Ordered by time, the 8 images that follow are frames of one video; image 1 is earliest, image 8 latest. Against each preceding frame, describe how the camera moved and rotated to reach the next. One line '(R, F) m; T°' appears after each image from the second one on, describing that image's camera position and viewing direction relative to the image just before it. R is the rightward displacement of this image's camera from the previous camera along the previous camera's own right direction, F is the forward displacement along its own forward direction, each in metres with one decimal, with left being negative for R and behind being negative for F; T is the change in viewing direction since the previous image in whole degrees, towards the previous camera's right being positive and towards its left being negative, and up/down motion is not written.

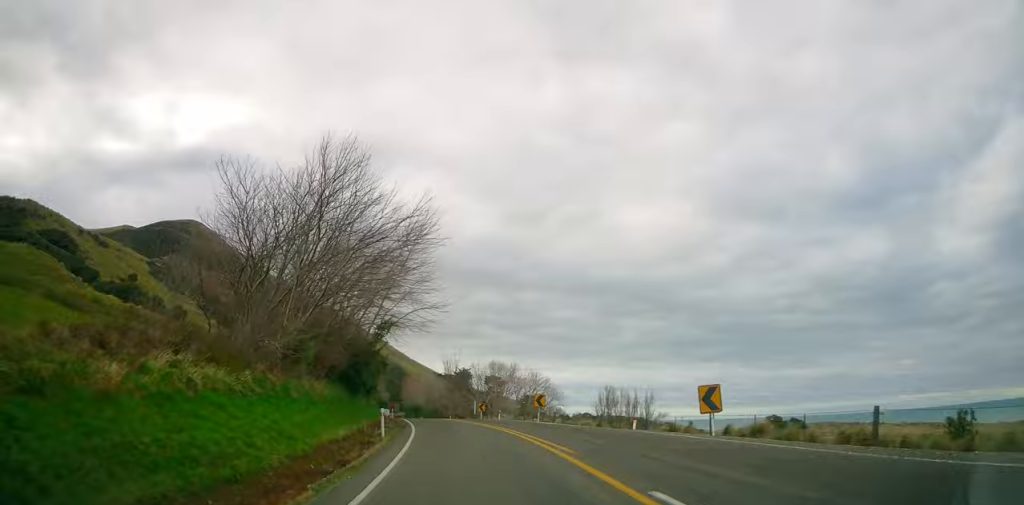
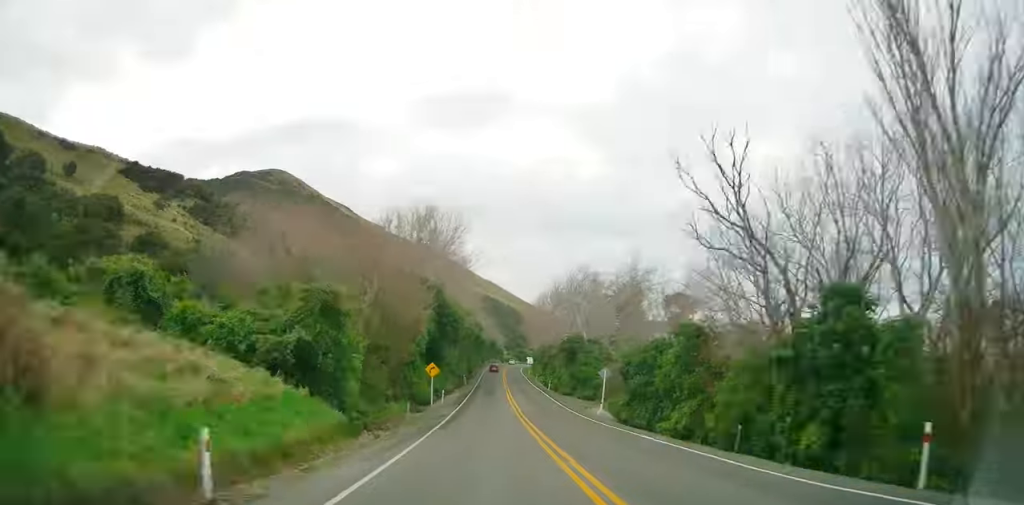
(-13.8, +108.9) m; -8°
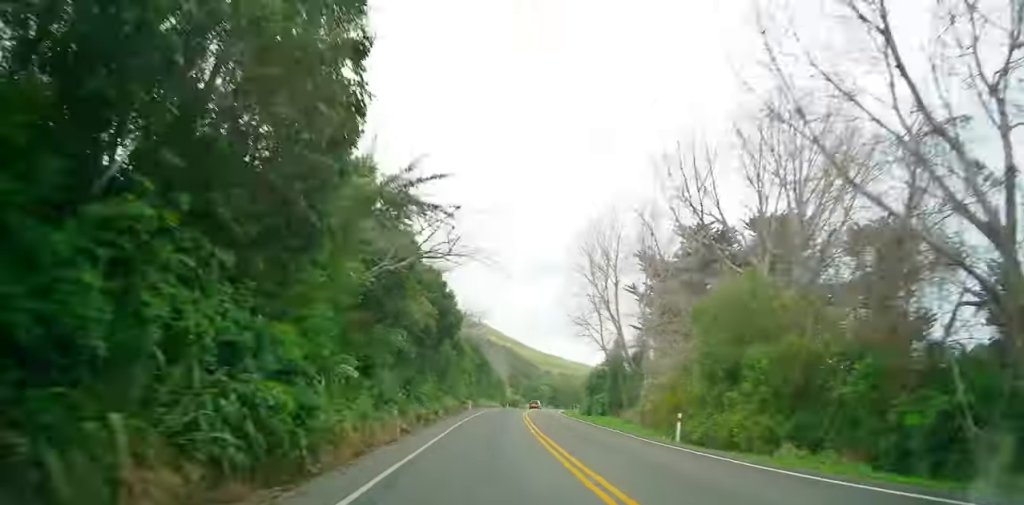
(-0.6, +85.2) m; +4°
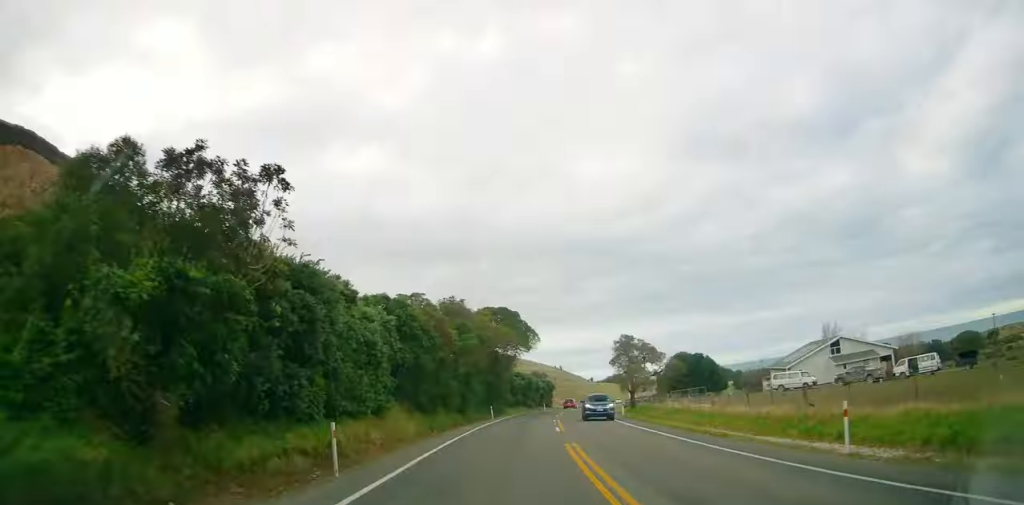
(+11.1, +113.7) m; +16°
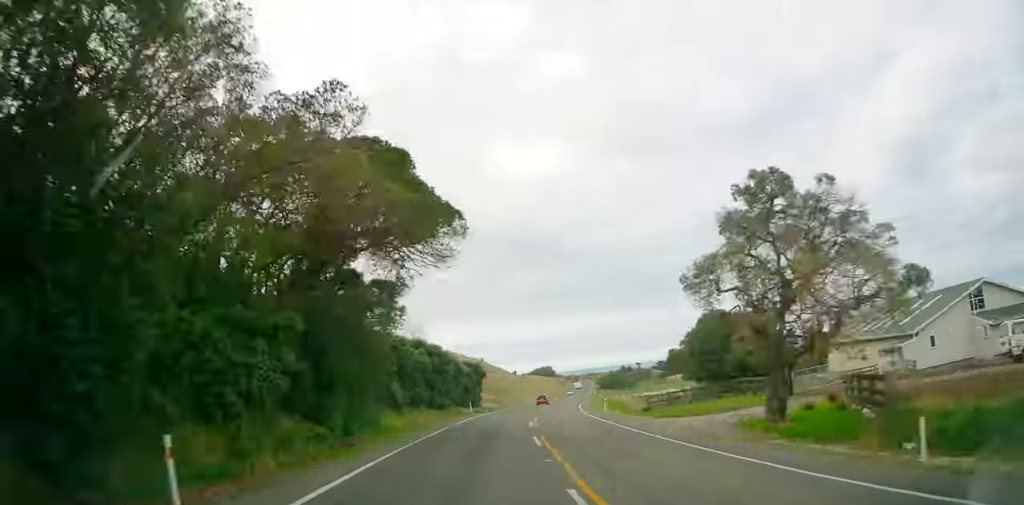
(+4.7, +40.3) m; +5°
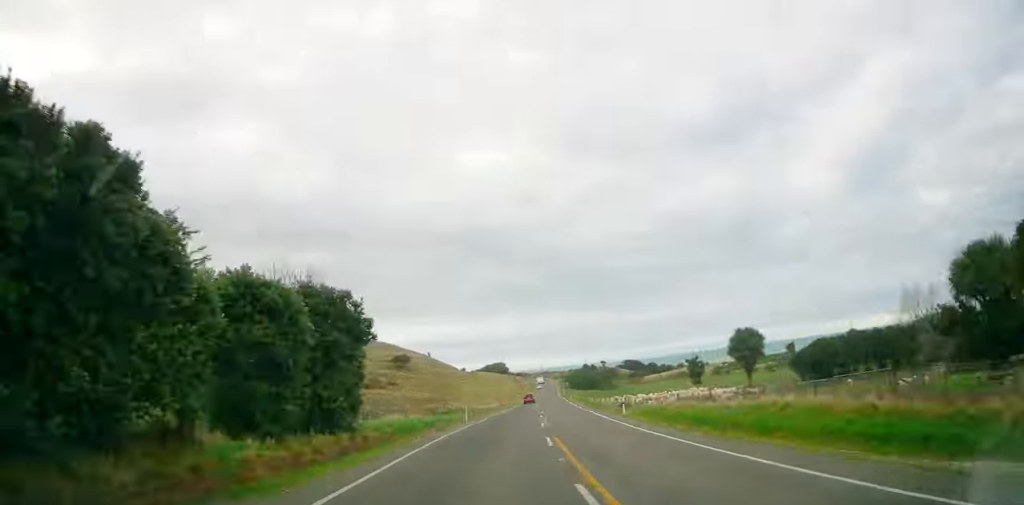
(+1.0, +40.6) m; +5°
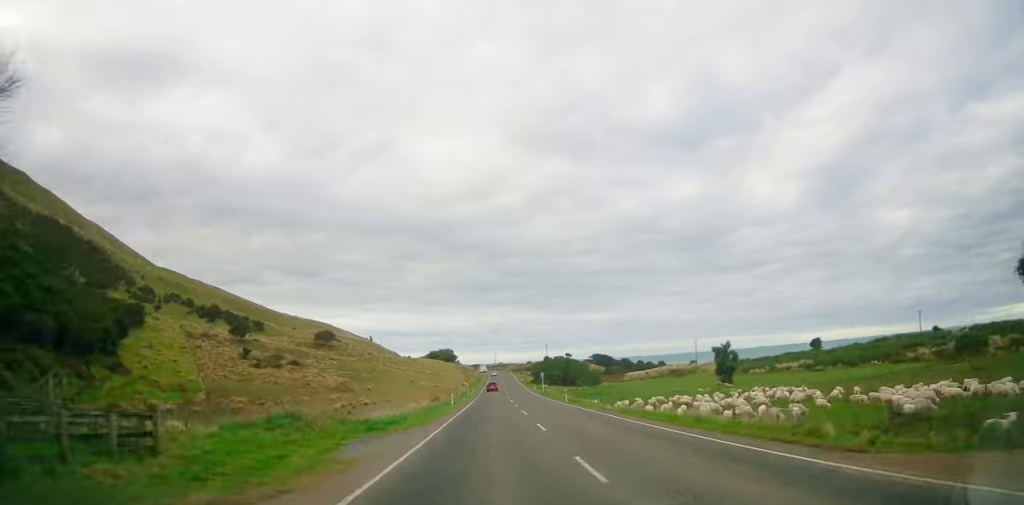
(+2.9, +47.8) m; +1°
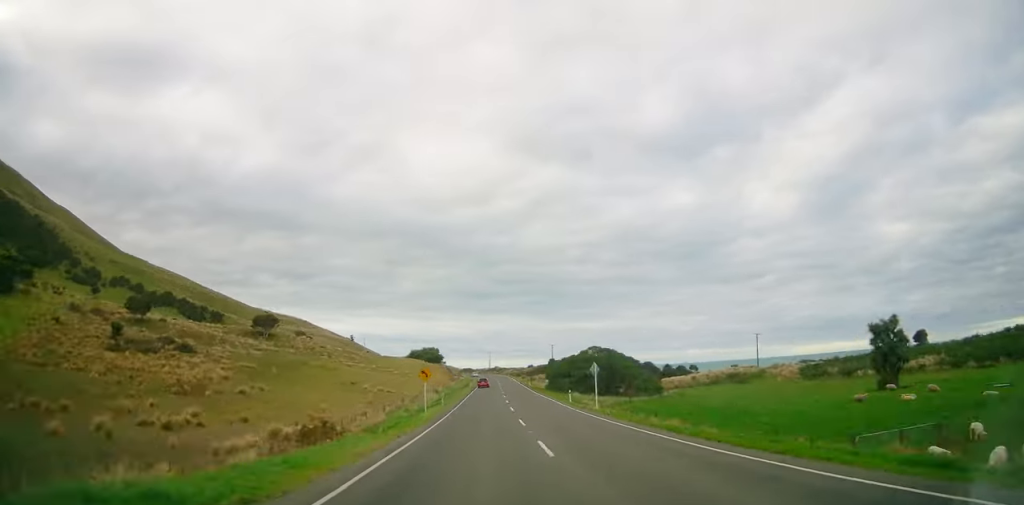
(+1.3, +45.3) m; +1°
